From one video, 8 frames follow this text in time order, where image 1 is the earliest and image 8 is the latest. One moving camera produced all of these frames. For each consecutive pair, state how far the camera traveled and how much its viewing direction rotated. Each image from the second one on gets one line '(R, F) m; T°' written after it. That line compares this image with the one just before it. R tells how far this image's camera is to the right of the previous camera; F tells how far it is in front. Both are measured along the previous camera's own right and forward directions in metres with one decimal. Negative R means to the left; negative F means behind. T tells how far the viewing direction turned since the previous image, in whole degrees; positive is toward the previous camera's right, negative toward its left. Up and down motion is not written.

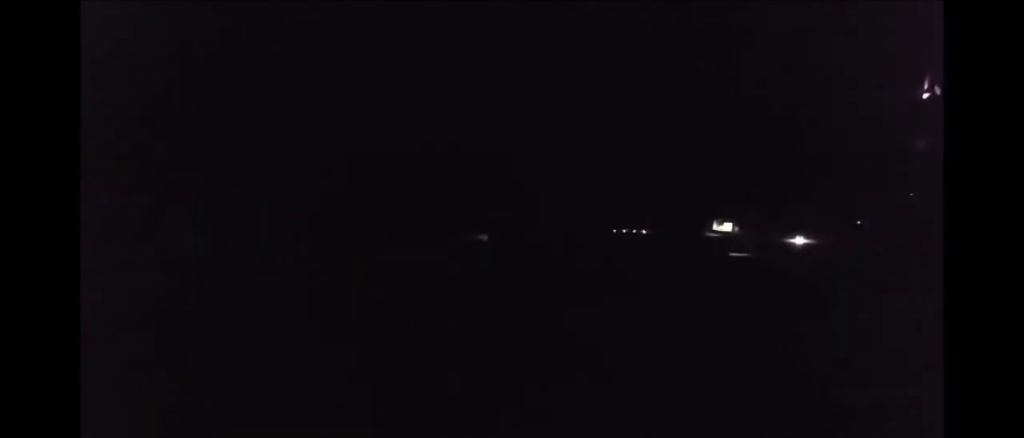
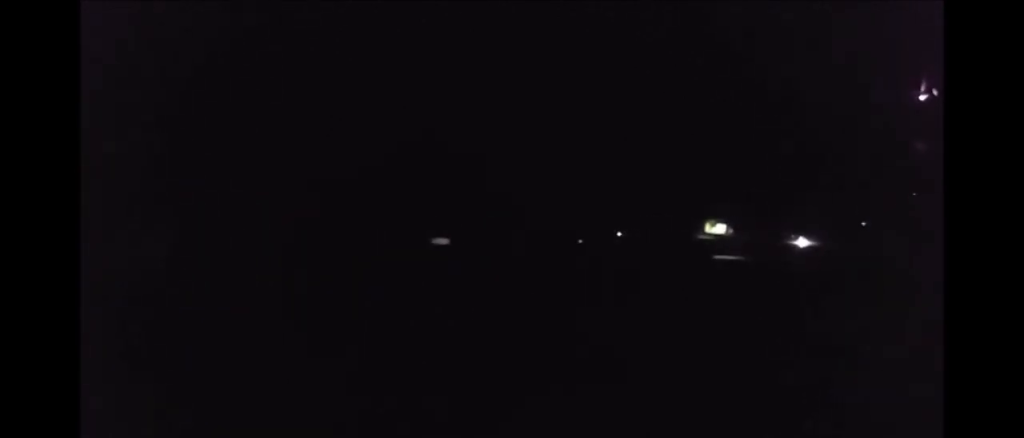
(+0.2, +5.7) m; 0°
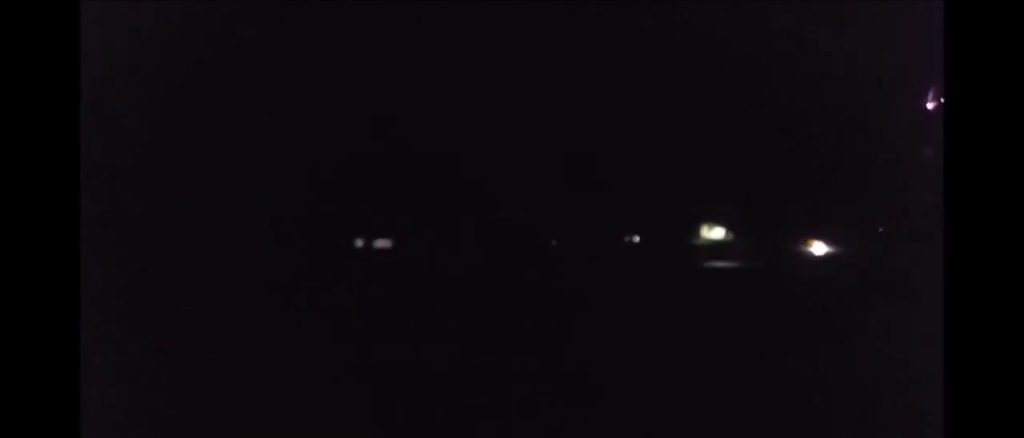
(-0.2, +8.5) m; -1°
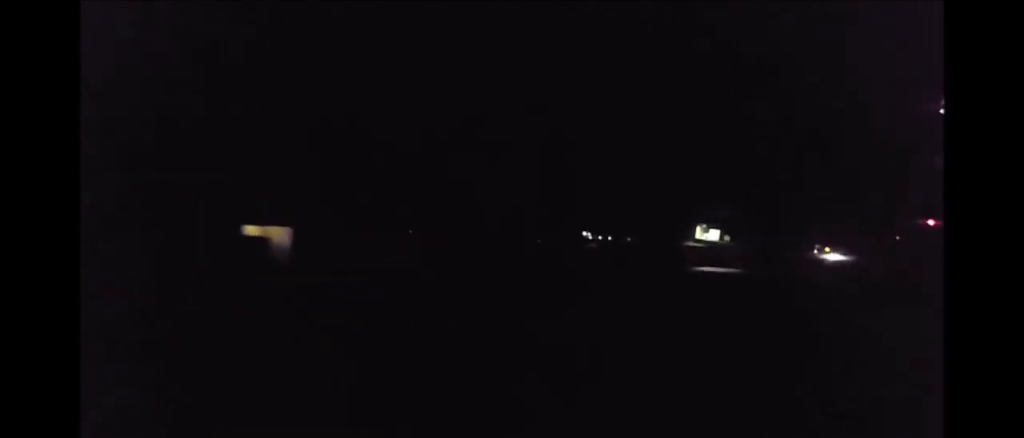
(-0.1, +7.9) m; -1°
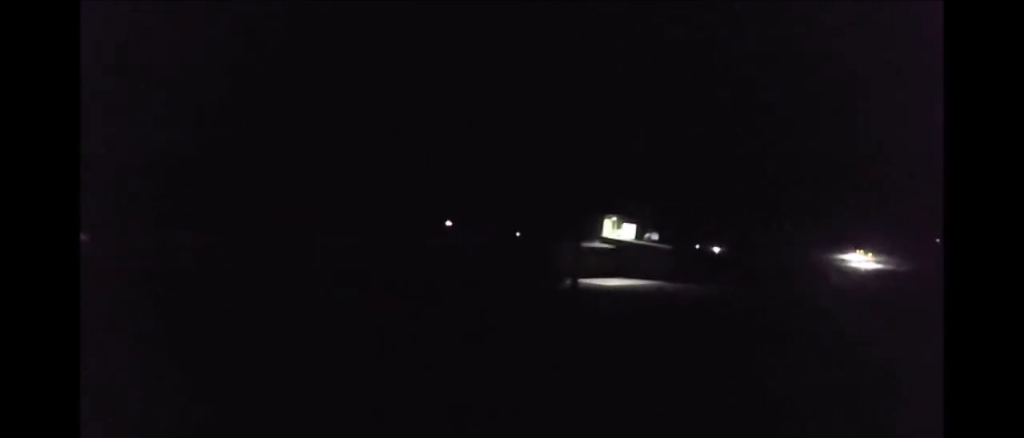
(-0.3, +32.2) m; -1°
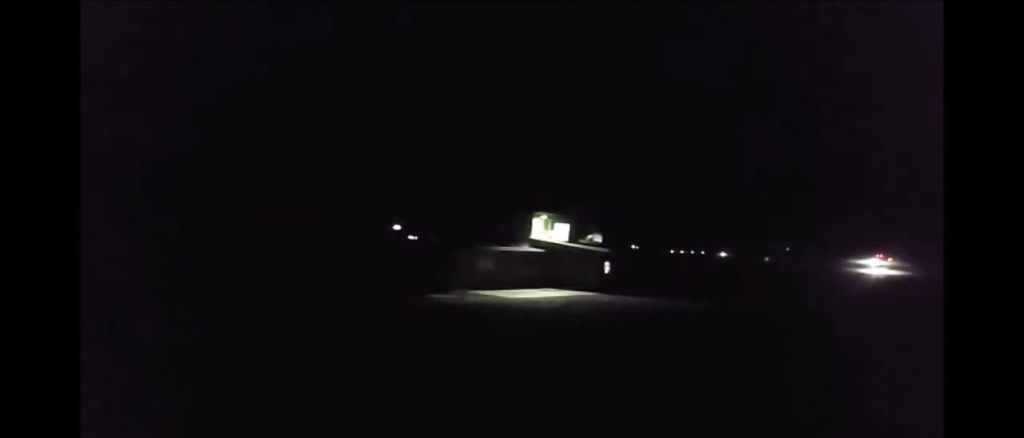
(-0.1, +12.8) m; -2°
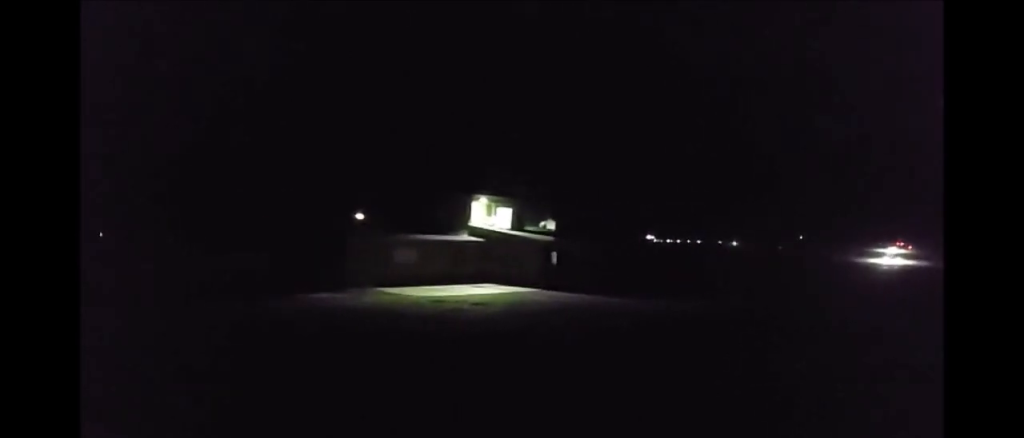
(-0.2, +8.5) m; -2°
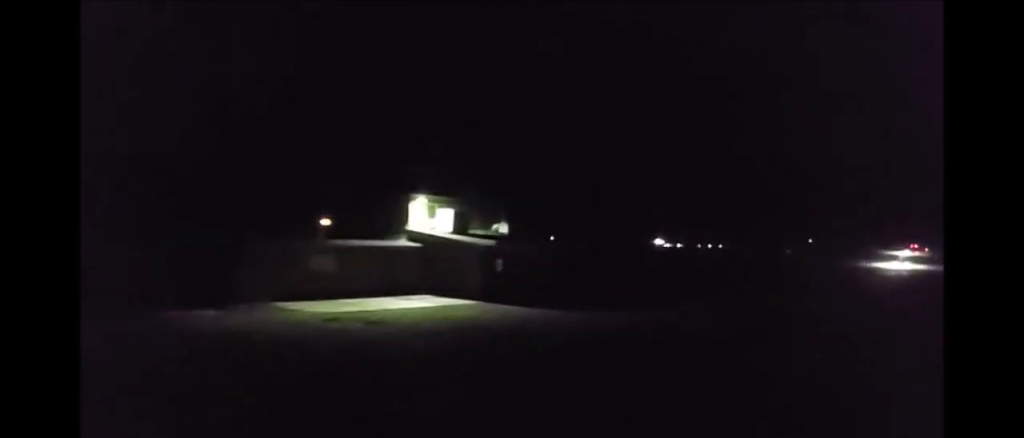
(-0.1, +6.3) m; -1°
